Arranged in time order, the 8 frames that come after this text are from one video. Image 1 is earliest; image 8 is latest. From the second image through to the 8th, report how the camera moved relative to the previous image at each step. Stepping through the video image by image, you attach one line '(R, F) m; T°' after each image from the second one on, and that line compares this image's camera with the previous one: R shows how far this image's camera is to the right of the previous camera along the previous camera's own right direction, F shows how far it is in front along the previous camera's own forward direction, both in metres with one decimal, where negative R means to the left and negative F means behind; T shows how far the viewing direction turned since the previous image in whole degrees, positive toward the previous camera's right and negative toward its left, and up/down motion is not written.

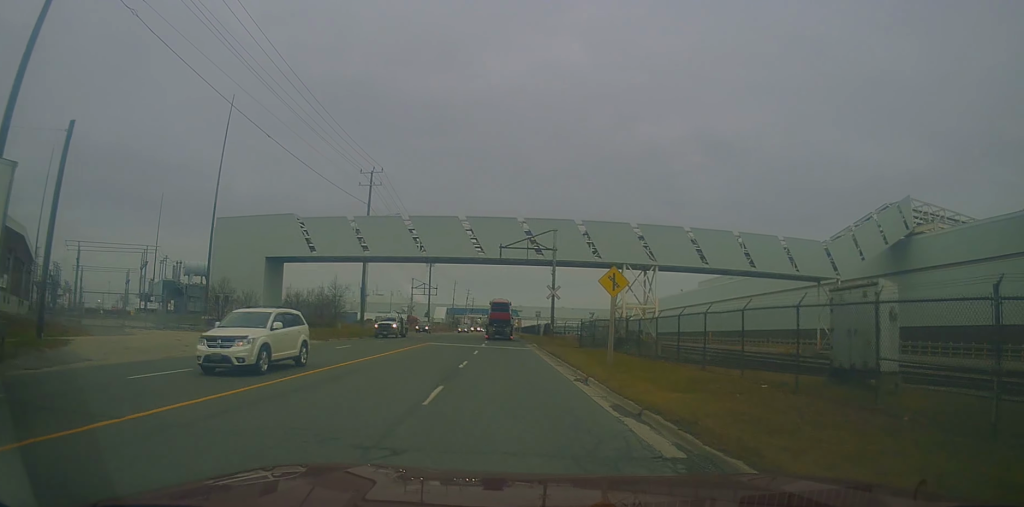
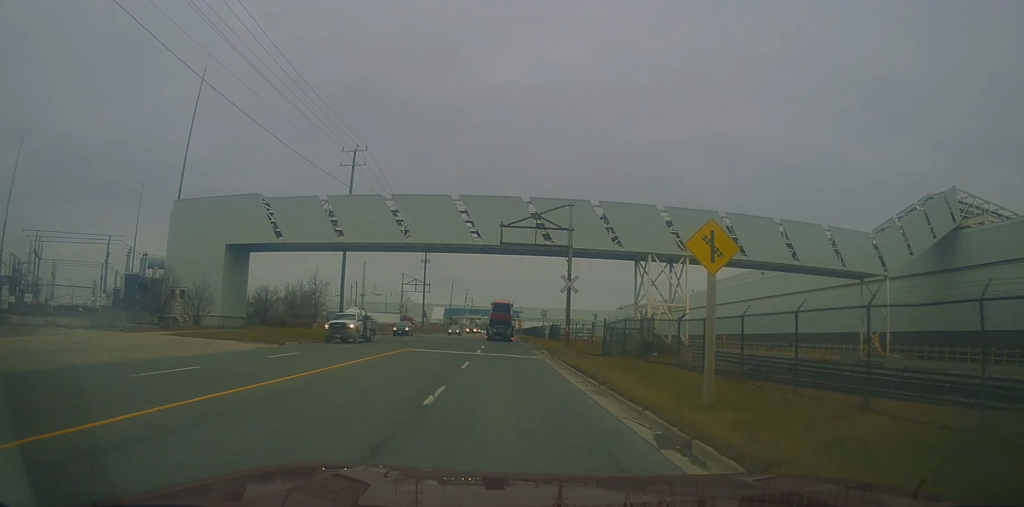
(0.0, +8.9) m; +1°
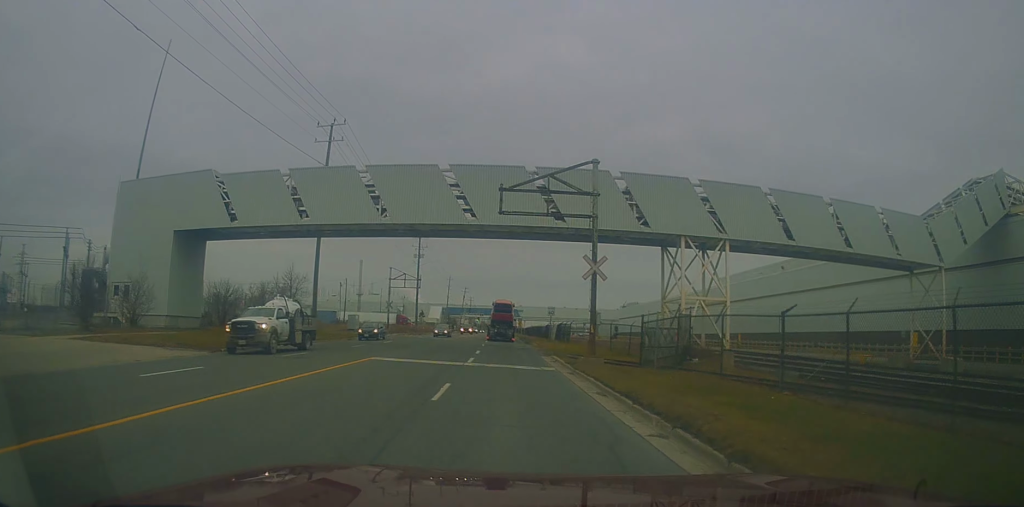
(+0.1, +8.3) m; 0°
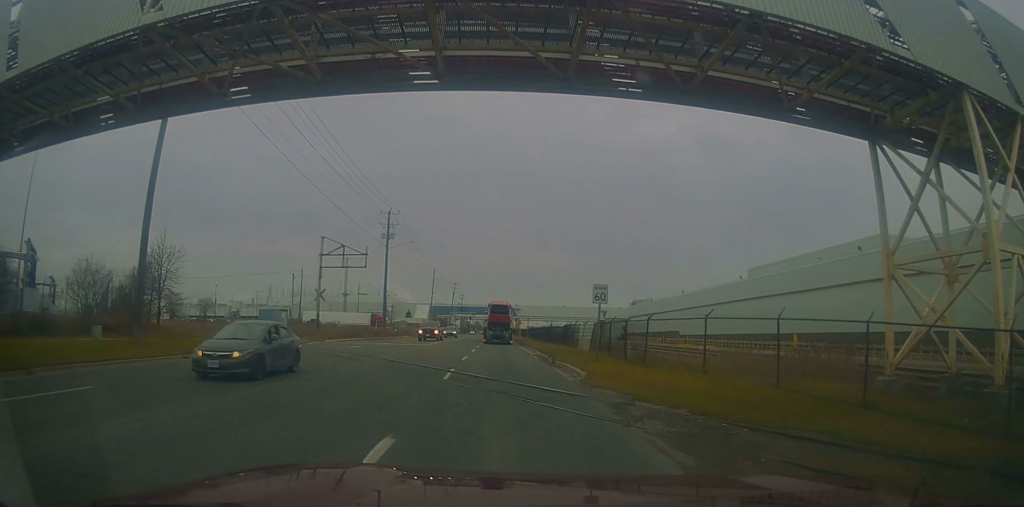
(-0.3, +25.1) m; -1°
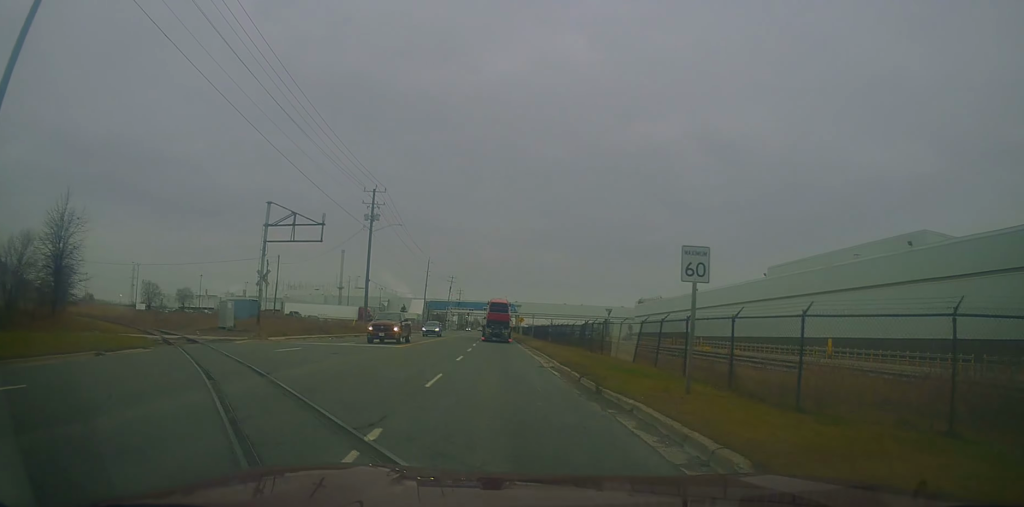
(+0.1, +11.2) m; 0°
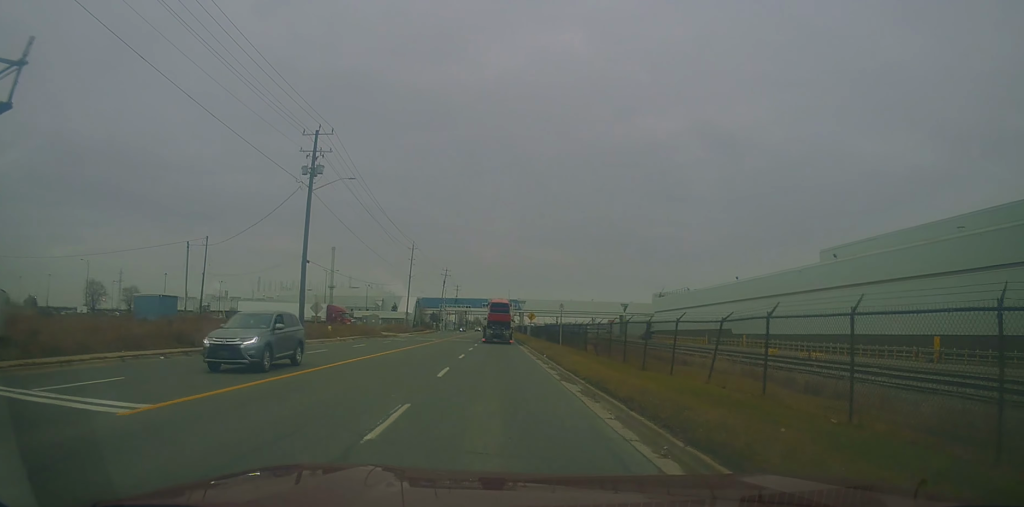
(+0.3, +23.6) m; +2°
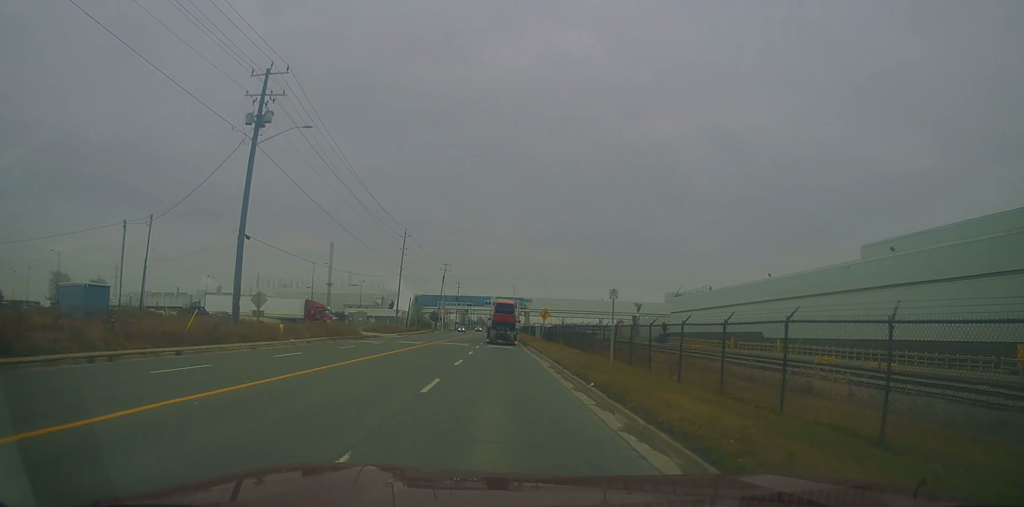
(+0.3, +13.0) m; 0°
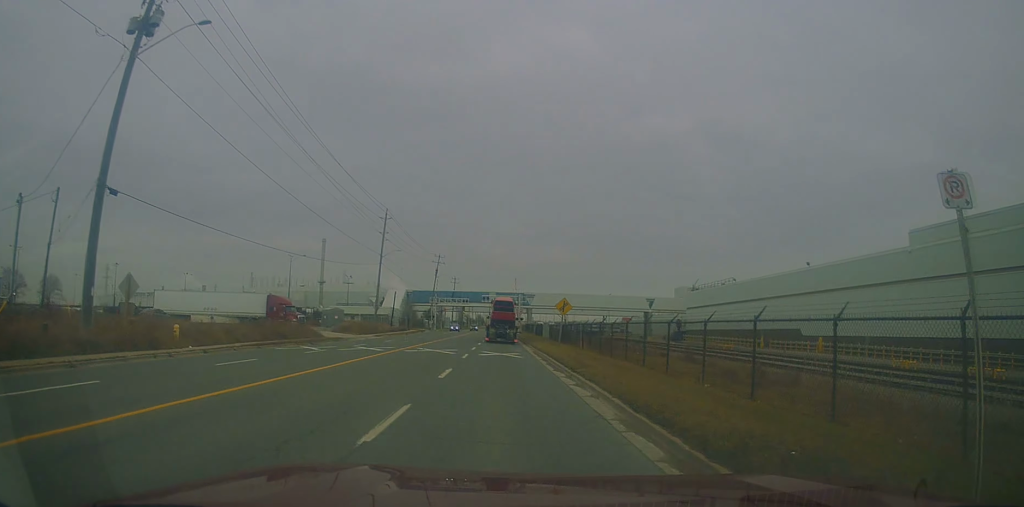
(-0.3, +14.3) m; -1°
